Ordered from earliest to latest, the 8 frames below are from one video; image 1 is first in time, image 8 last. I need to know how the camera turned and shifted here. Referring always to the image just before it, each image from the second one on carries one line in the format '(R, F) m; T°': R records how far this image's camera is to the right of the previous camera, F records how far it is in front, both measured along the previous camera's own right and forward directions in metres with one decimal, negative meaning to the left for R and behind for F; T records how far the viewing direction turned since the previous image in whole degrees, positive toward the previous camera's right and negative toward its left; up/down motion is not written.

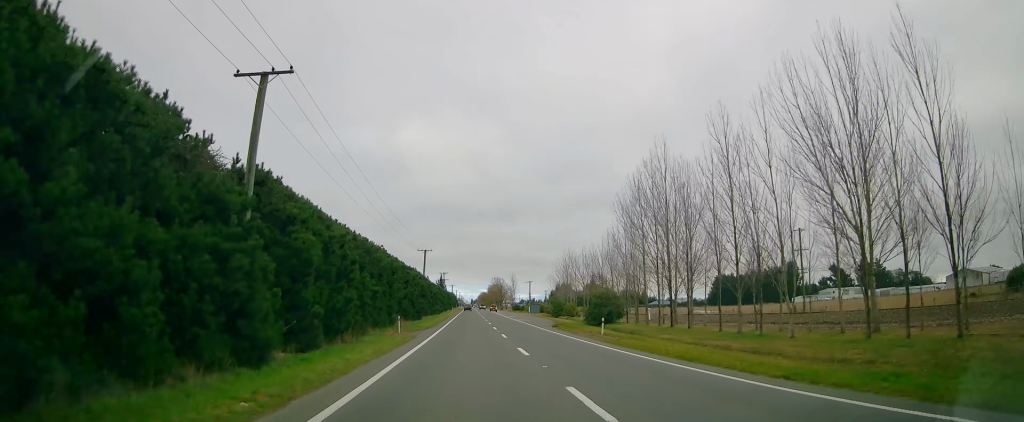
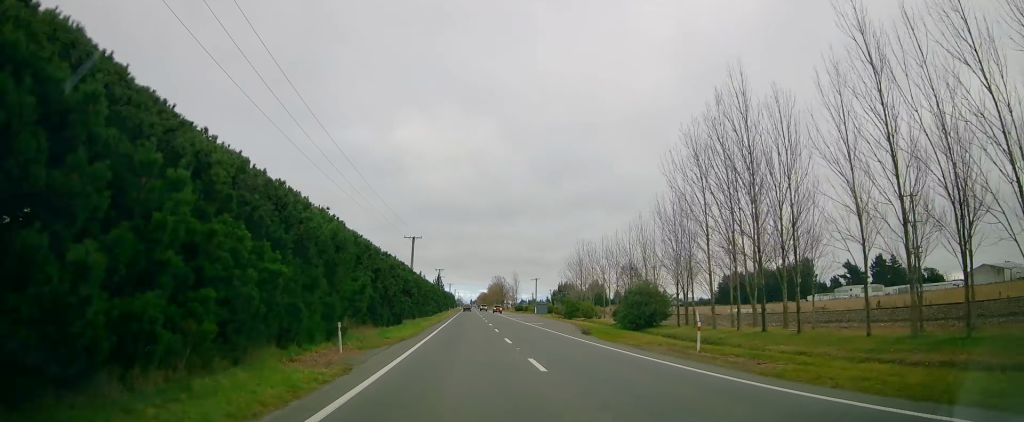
(+0.2, +14.7) m; 0°
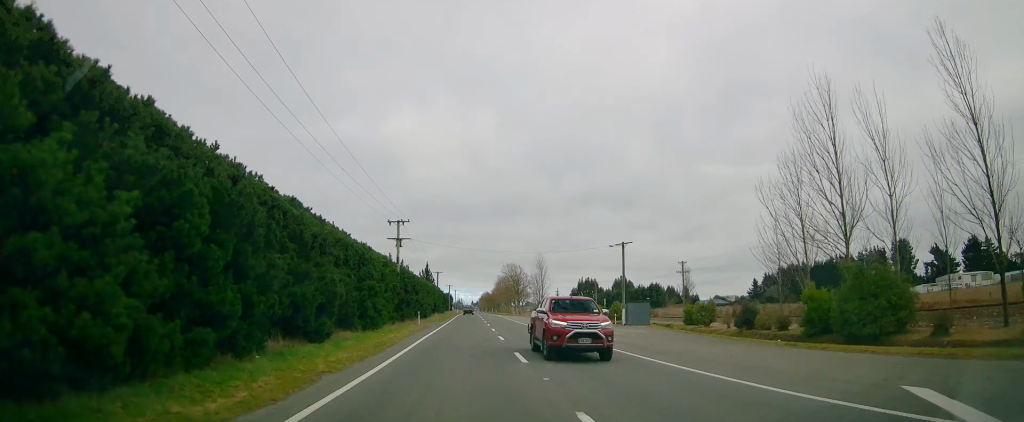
(-1.0, +70.1) m; -1°
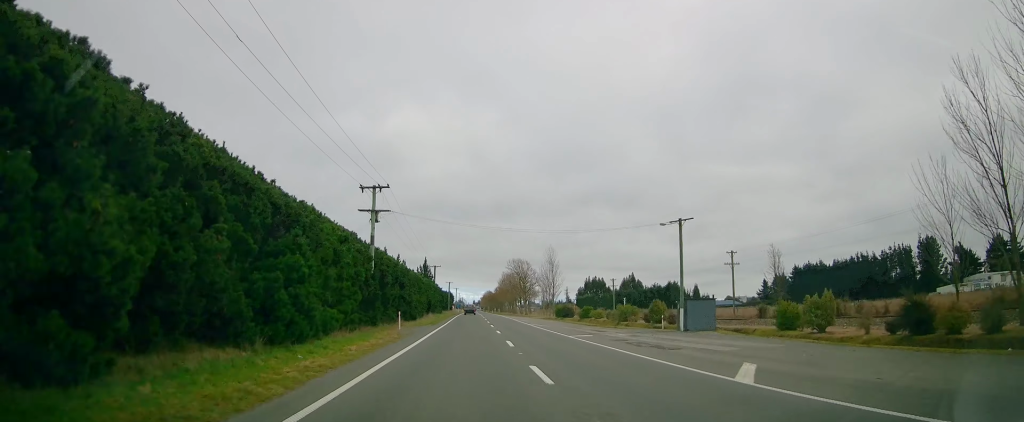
(+0.1, +14.3) m; 0°
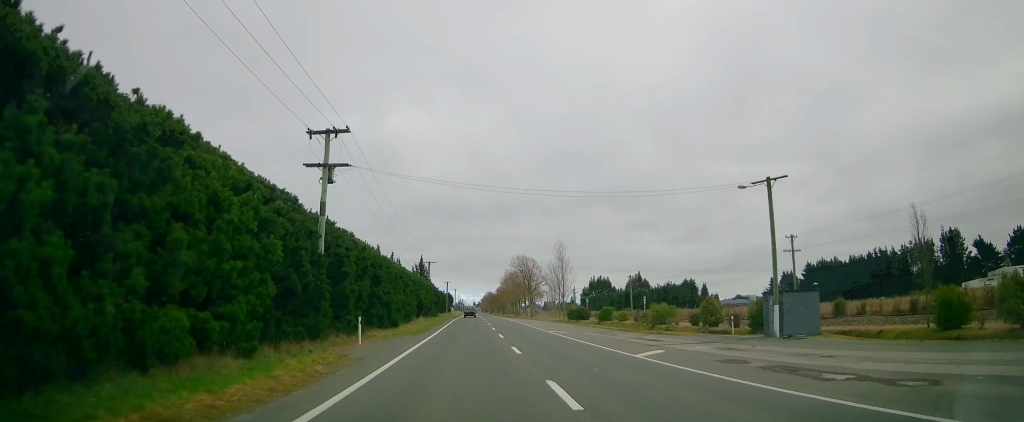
(-0.1, +12.4) m; 0°
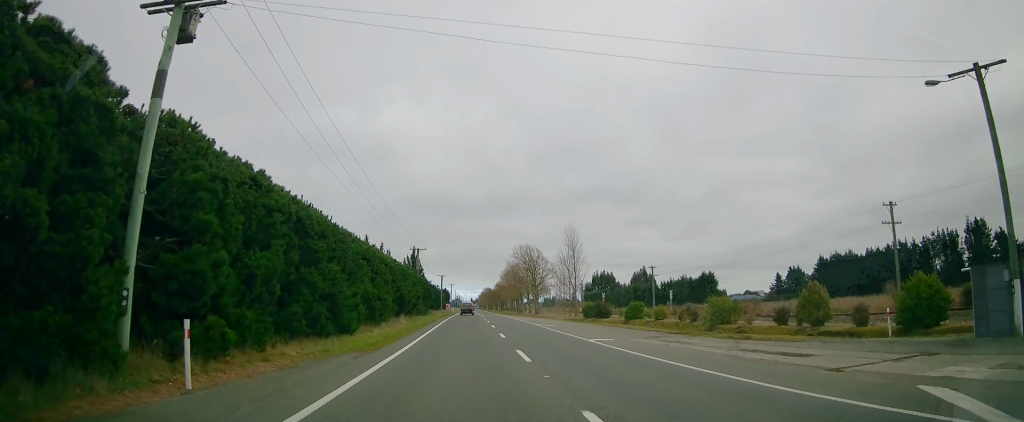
(-0.1, +13.7) m; 0°
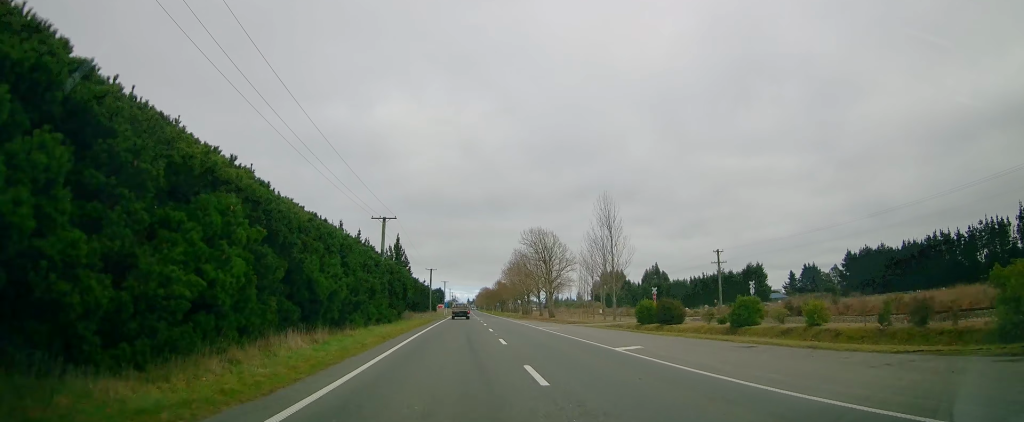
(0.0, +25.1) m; +1°
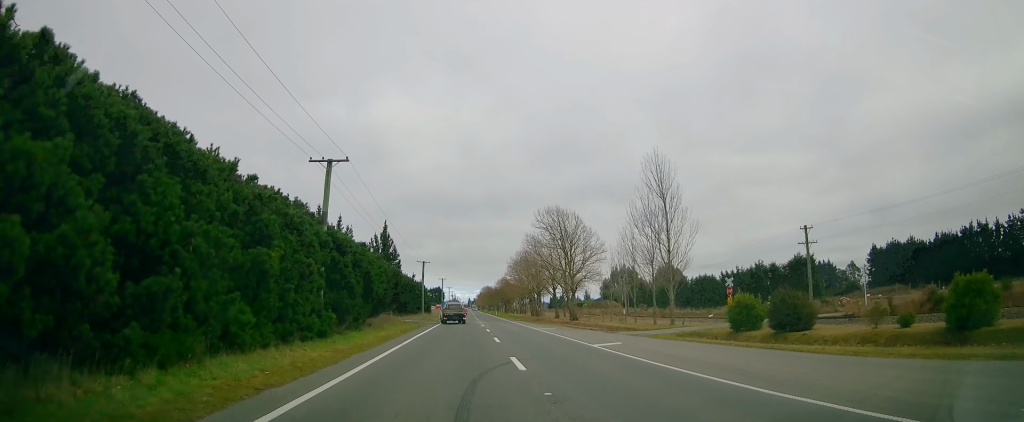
(+0.3, +18.3) m; +2°
